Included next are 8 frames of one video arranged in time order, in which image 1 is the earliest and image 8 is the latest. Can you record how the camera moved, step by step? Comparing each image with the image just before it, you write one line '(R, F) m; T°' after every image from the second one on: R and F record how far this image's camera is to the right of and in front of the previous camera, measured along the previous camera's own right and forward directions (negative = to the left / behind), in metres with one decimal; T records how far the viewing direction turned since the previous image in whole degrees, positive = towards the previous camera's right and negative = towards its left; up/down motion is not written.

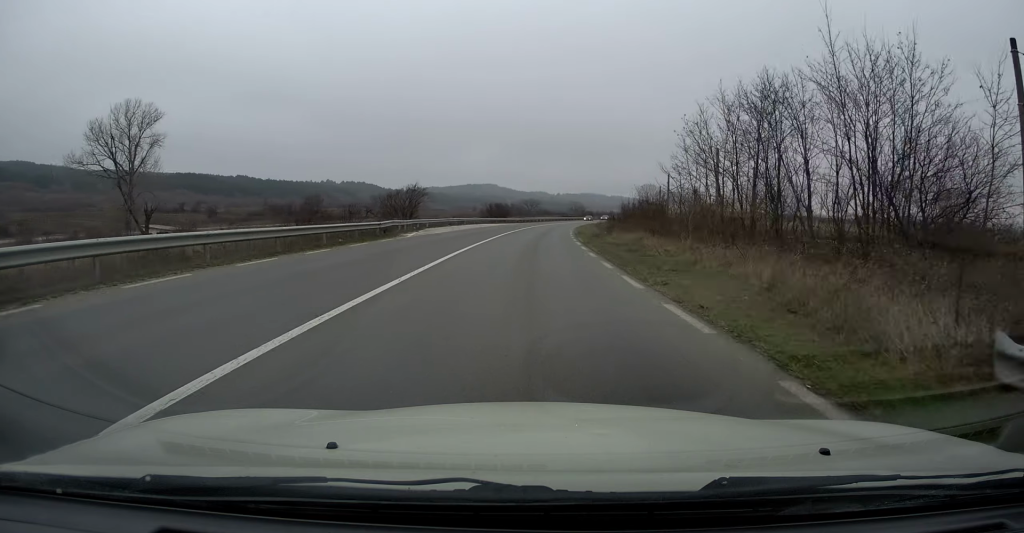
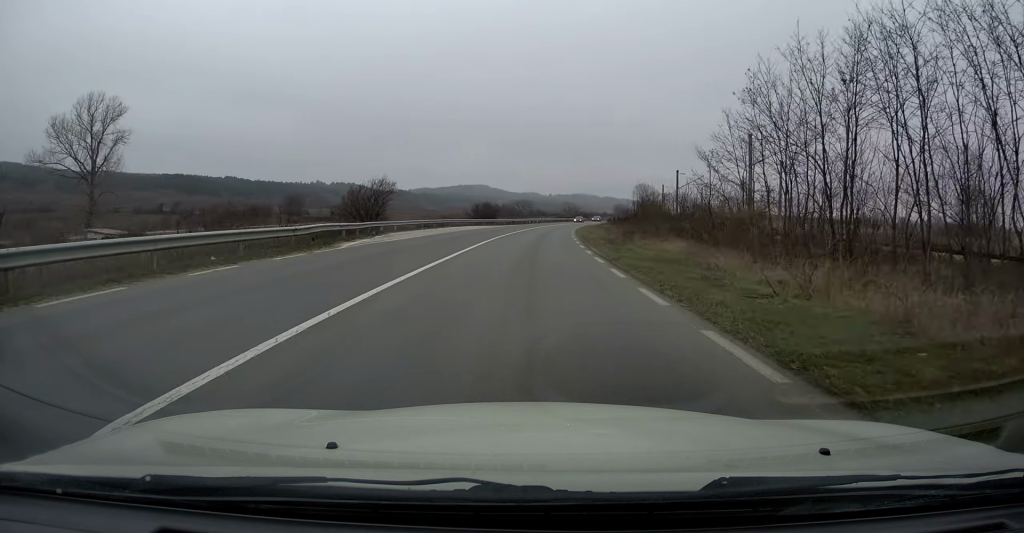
(-0.1, +9.3) m; +1°
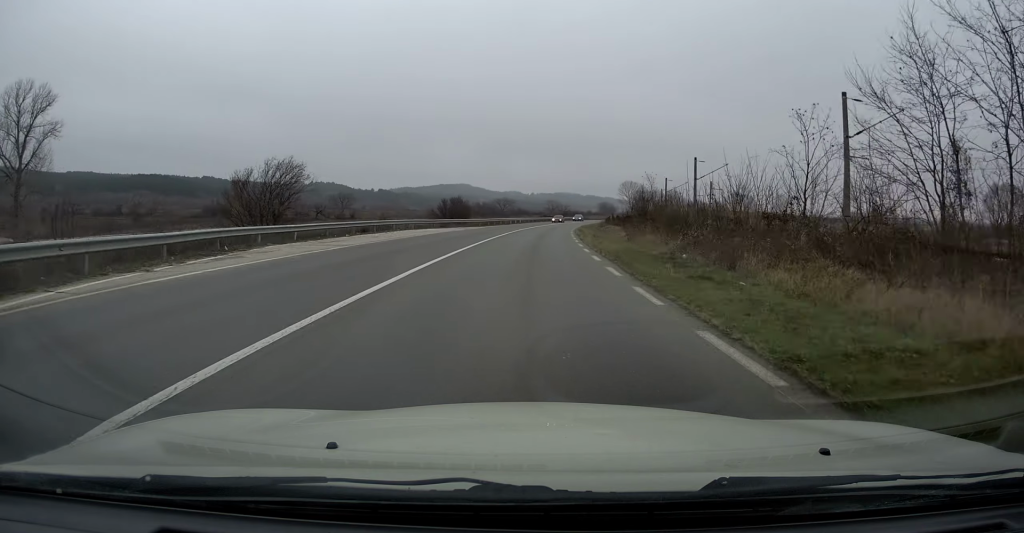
(+0.5, +15.5) m; +1°
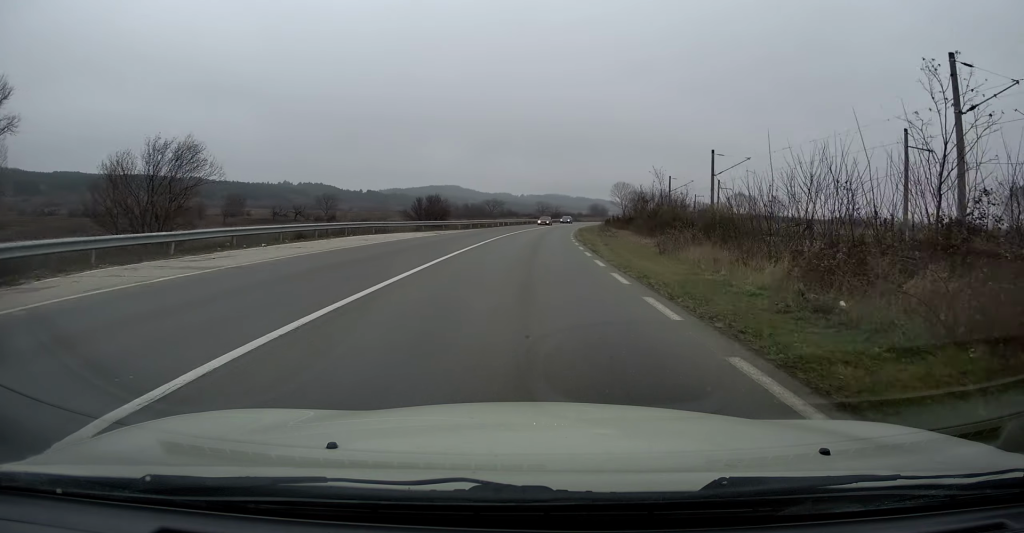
(+0.1, +8.9) m; +1°
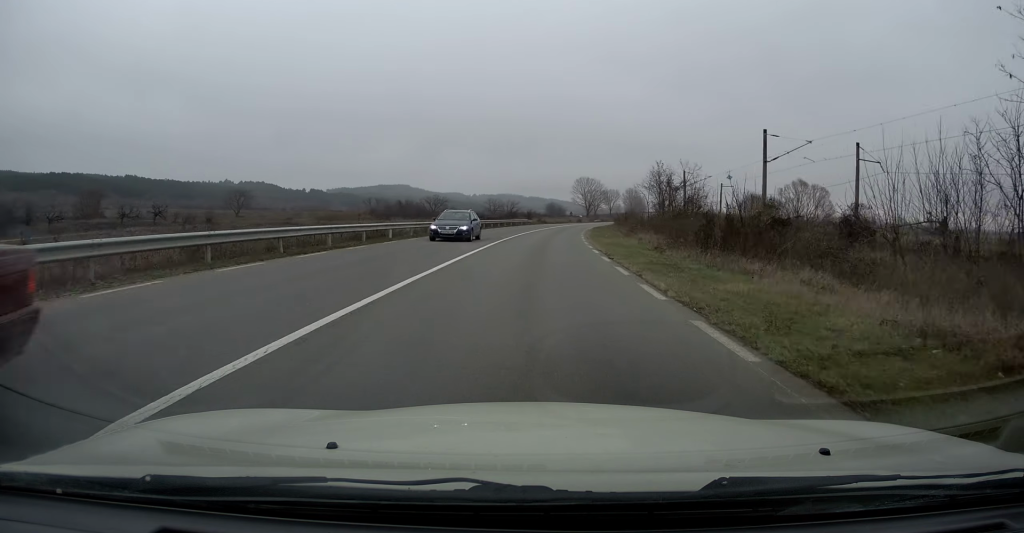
(+1.4, +49.4) m; +4°
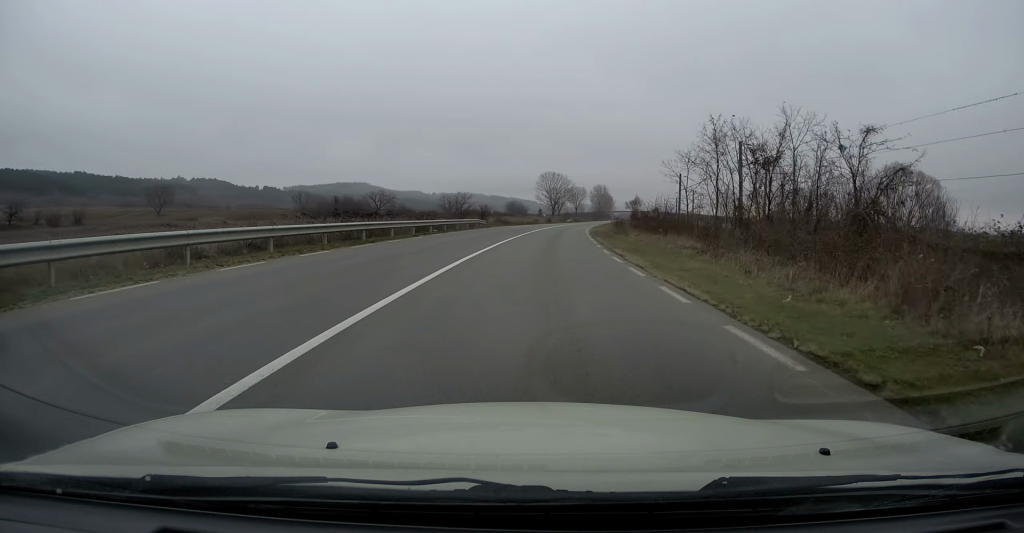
(+1.0, +32.4) m; +3°
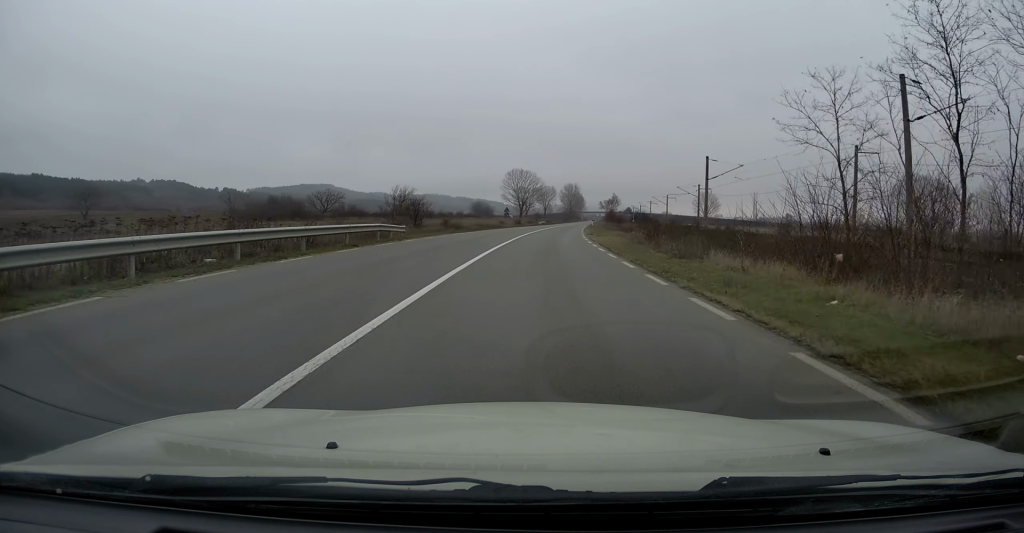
(+0.6, +25.8) m; +3°
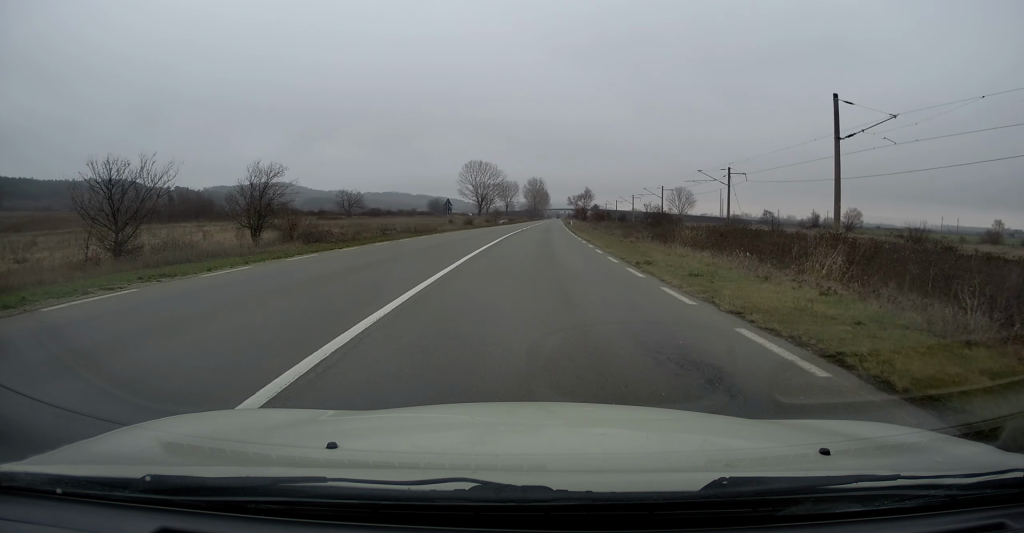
(+0.9, +31.5) m; +4°
